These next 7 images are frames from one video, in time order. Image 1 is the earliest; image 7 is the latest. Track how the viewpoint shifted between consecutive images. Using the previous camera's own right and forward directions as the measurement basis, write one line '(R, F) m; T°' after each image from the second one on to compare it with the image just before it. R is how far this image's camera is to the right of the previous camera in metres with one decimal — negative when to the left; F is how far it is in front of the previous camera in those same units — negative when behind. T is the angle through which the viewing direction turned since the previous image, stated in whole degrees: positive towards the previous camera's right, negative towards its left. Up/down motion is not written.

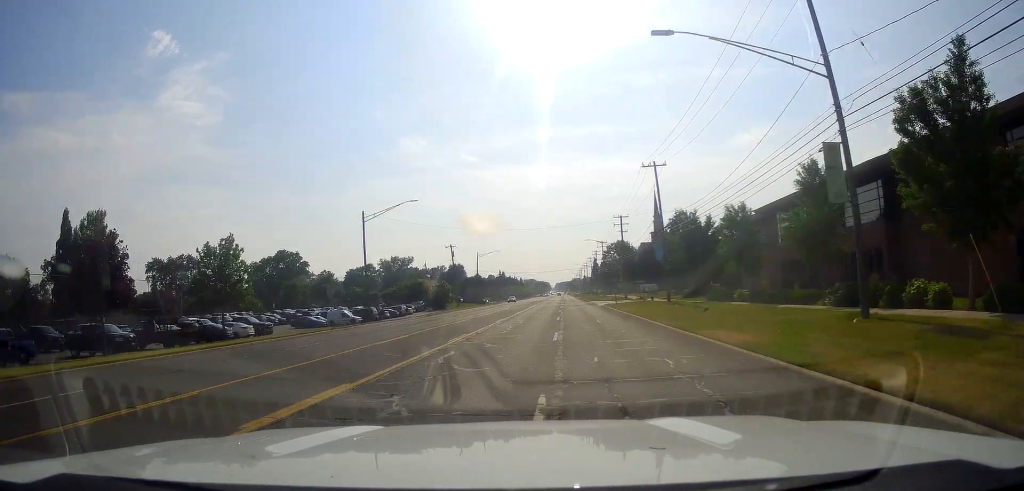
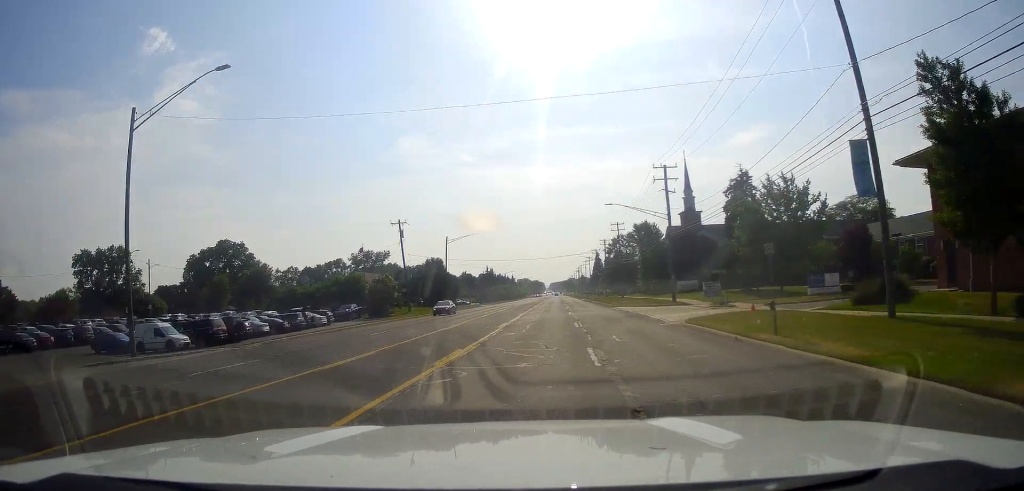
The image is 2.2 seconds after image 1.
(-1.0, +38.1) m; -2°
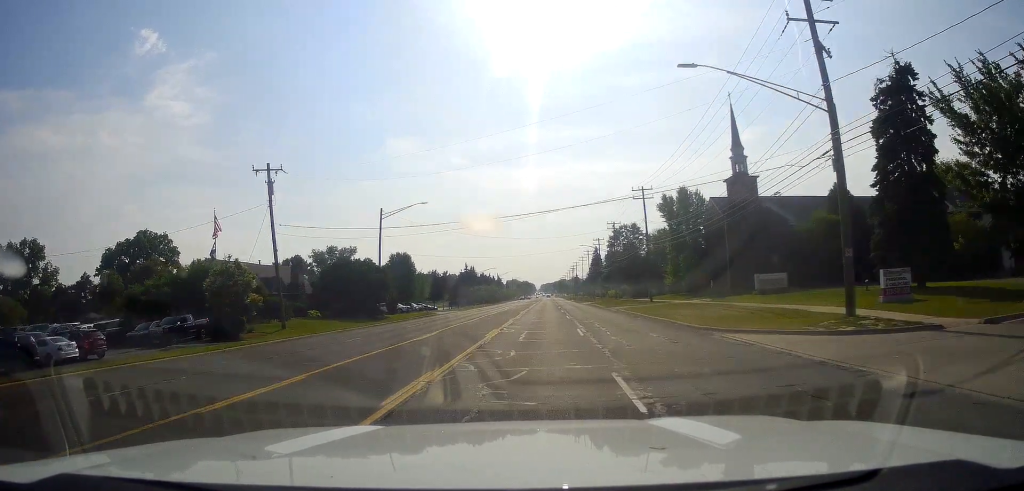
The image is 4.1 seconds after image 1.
(+1.1, +35.7) m; +2°
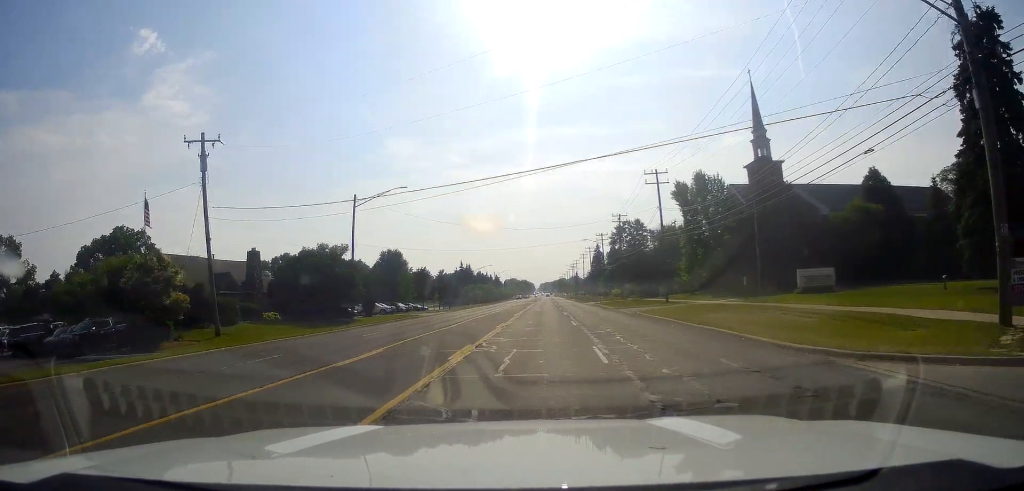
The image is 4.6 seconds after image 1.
(+0.2, +9.1) m; 0°
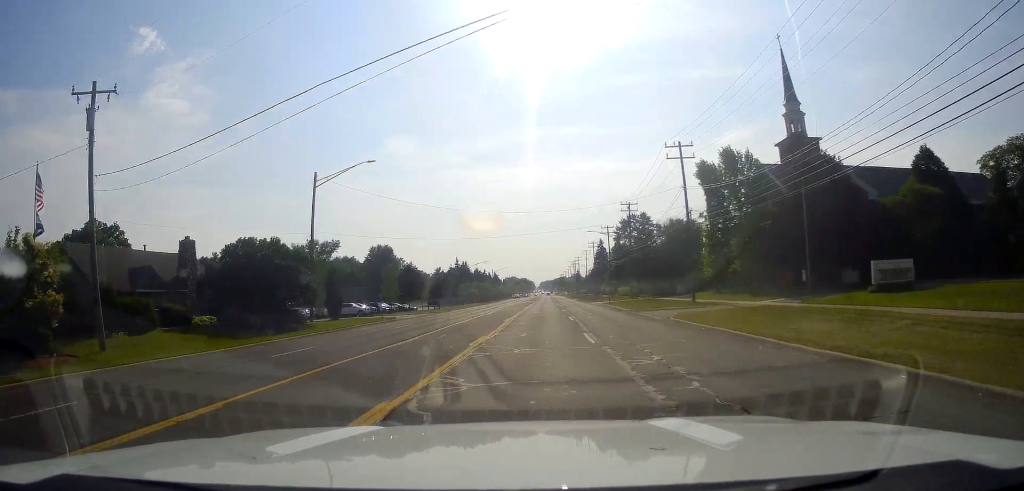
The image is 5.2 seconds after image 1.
(-0.3, +10.5) m; 0°
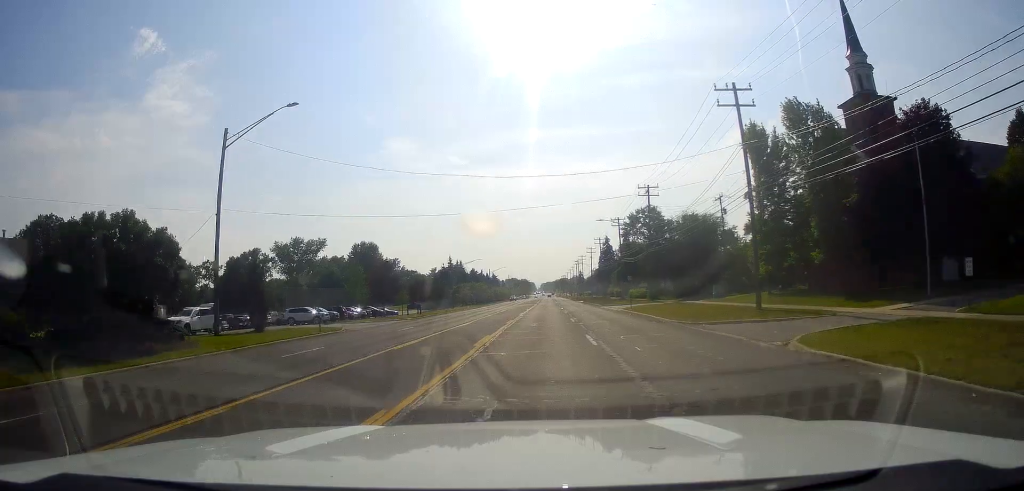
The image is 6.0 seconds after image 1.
(0.0, +14.8) m; 0°
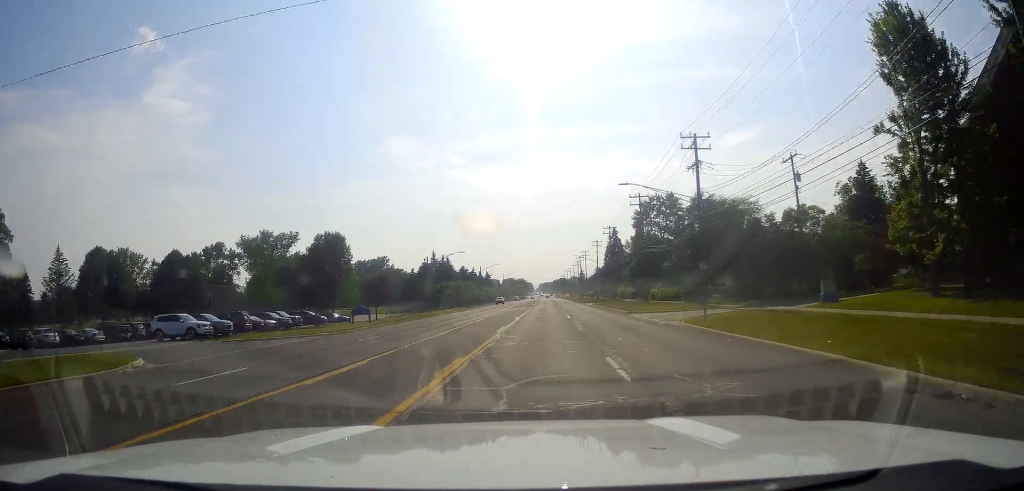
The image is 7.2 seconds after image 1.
(0.0, +22.5) m; 0°
